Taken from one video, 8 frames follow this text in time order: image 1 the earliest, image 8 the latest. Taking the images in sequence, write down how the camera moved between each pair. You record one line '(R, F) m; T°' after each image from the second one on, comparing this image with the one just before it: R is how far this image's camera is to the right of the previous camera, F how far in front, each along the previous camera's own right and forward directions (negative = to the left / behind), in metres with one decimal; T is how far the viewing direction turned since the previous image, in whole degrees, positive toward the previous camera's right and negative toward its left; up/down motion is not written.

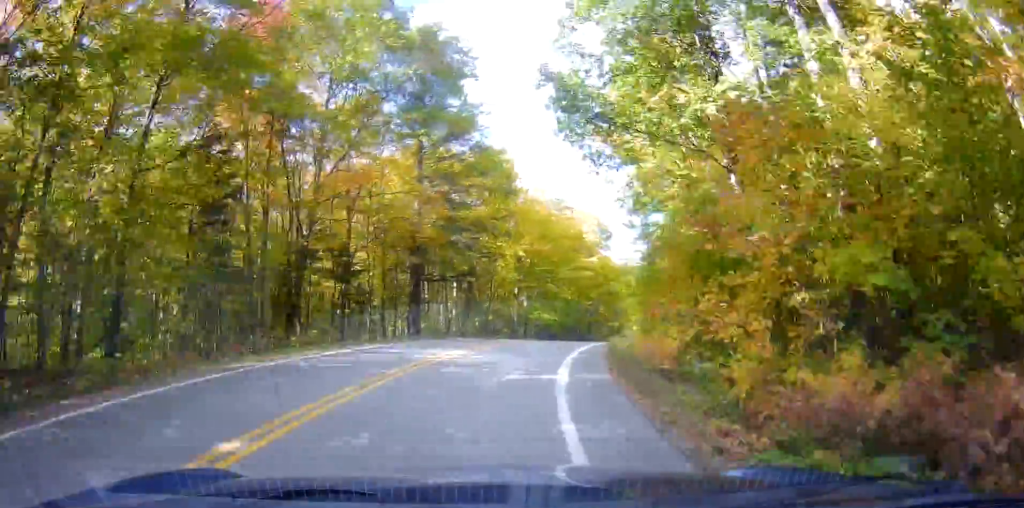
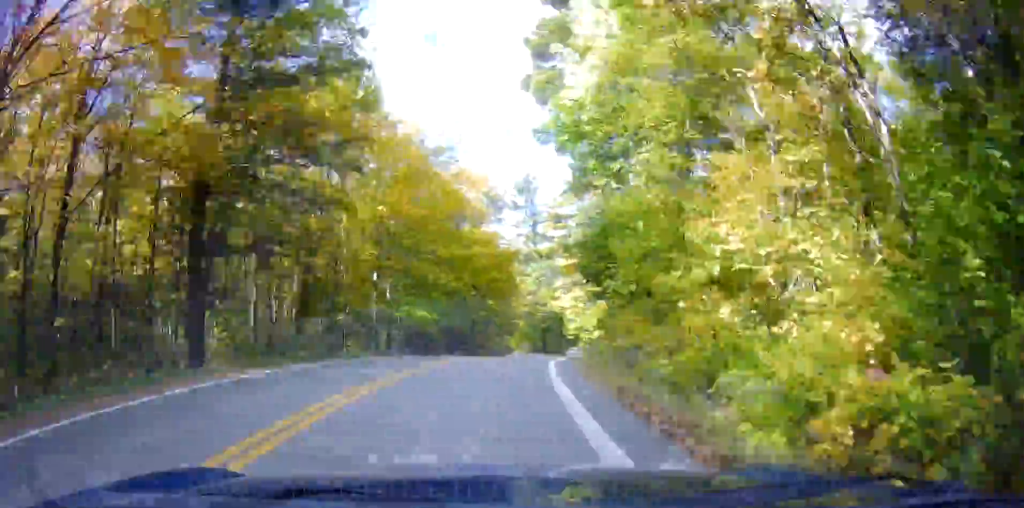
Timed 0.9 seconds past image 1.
(+2.1, +16.2) m; +13°
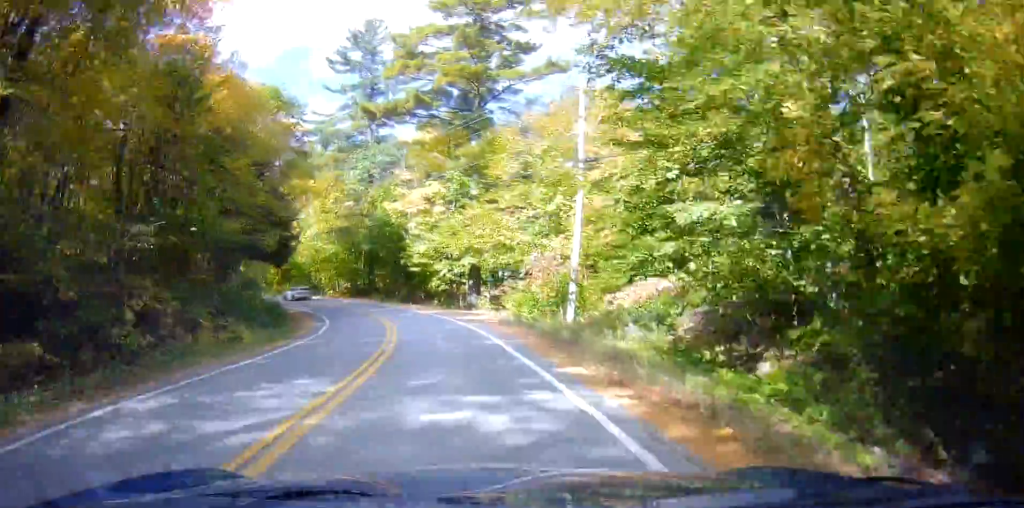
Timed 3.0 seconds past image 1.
(+7.2, +40.7) m; +10°
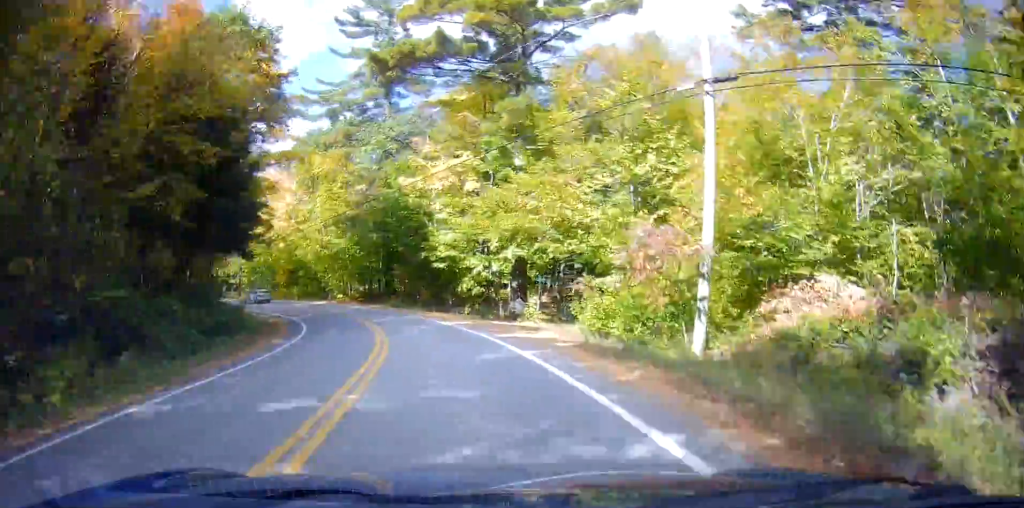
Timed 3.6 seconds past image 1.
(-0.1, +11.6) m; -4°
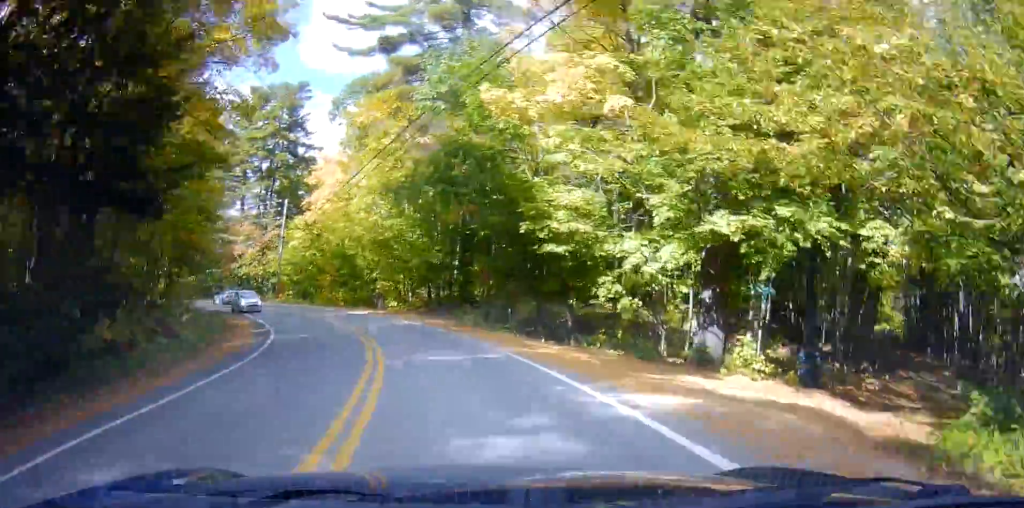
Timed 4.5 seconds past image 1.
(-1.0, +17.6) m; -9°
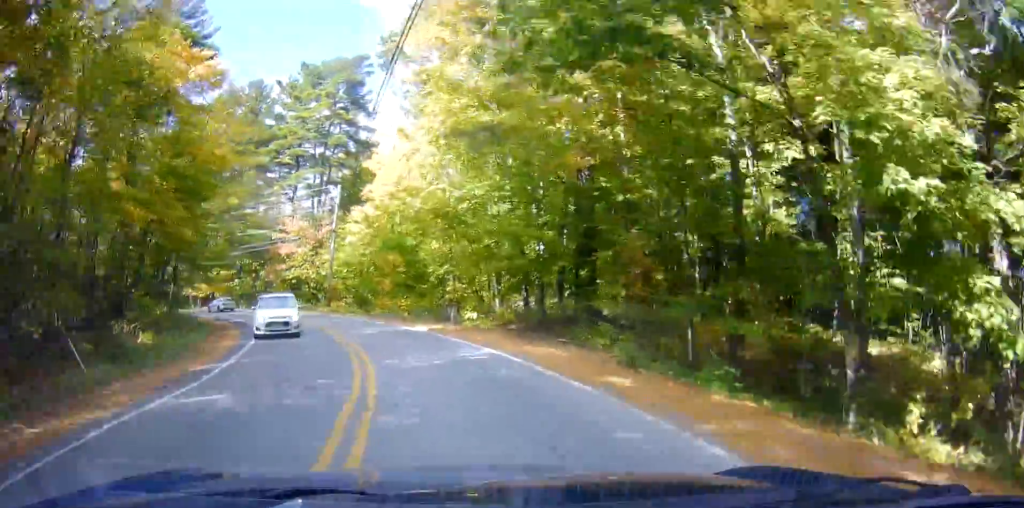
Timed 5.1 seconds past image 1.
(-1.3, +12.9) m; -4°
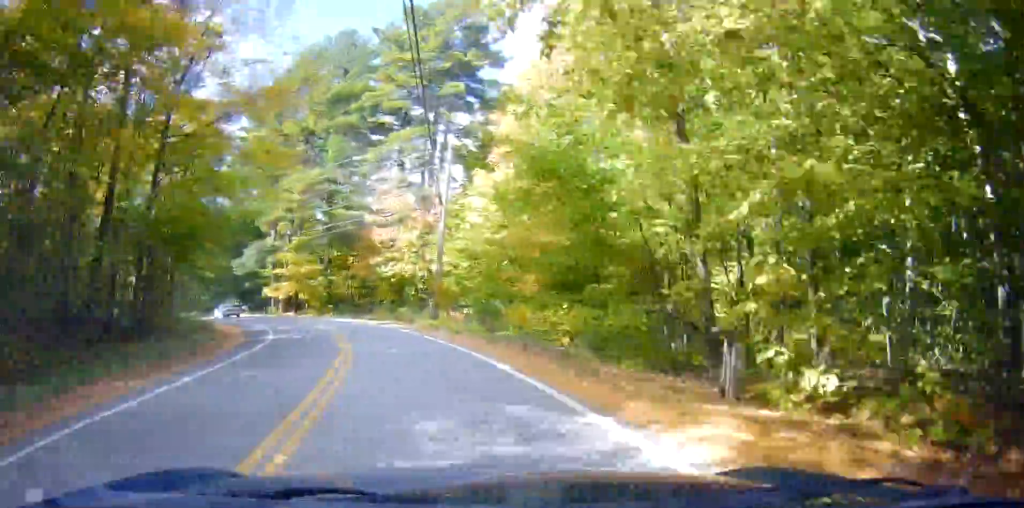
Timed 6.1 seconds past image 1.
(-0.5, +18.5) m; -14°
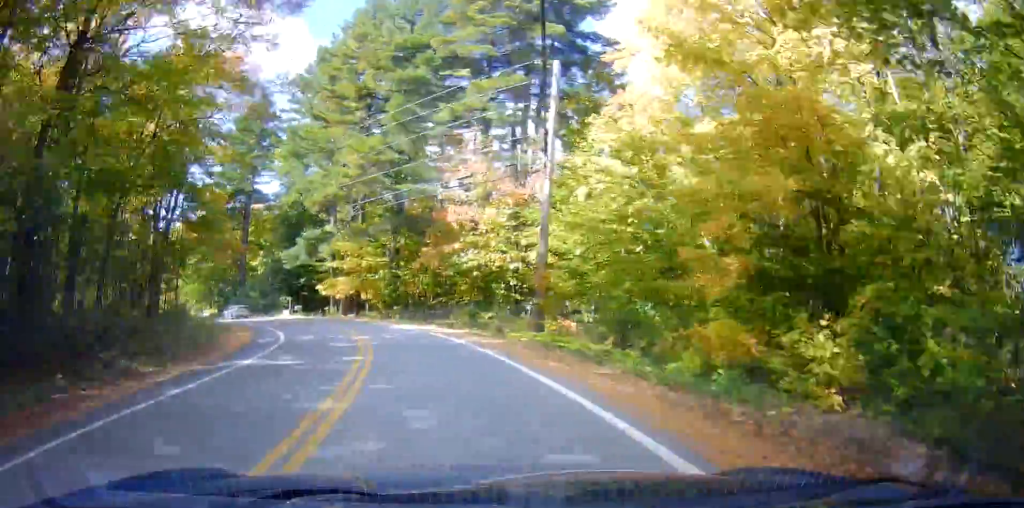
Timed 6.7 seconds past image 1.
(-1.1, +10.8) m; -11°
